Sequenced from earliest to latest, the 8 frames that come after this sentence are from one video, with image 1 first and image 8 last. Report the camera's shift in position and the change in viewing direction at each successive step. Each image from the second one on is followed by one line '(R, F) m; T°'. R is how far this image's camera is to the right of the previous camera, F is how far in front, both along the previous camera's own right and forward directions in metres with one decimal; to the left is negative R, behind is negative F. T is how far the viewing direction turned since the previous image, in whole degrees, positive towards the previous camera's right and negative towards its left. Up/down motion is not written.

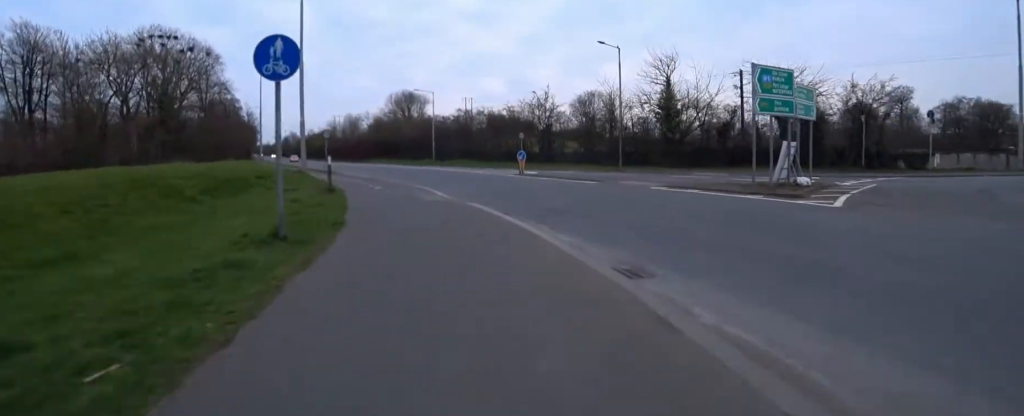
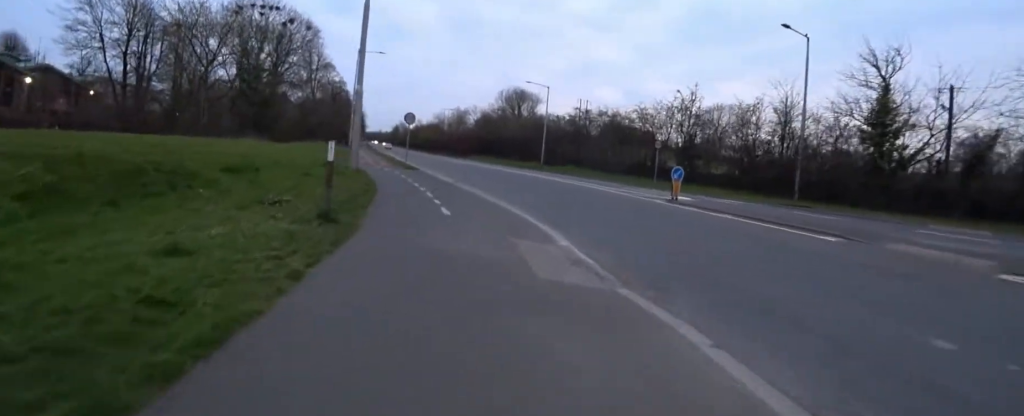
(-0.4, +7.9) m; -8°
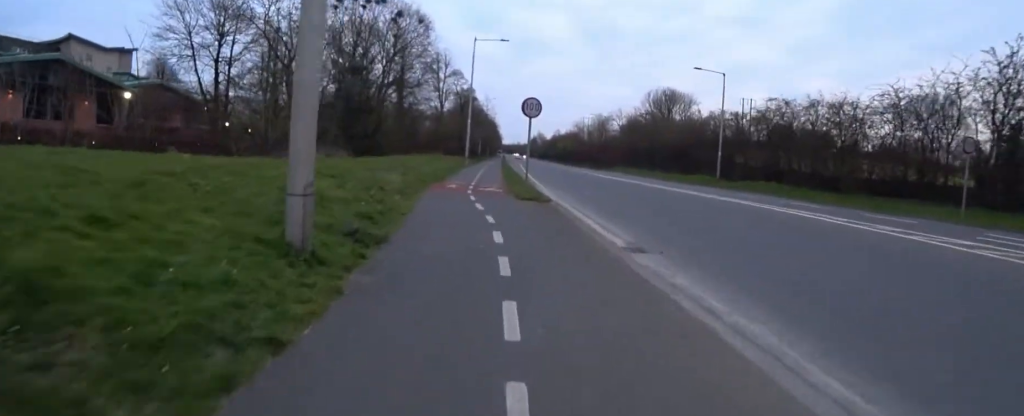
(-1.4, +10.9) m; -9°
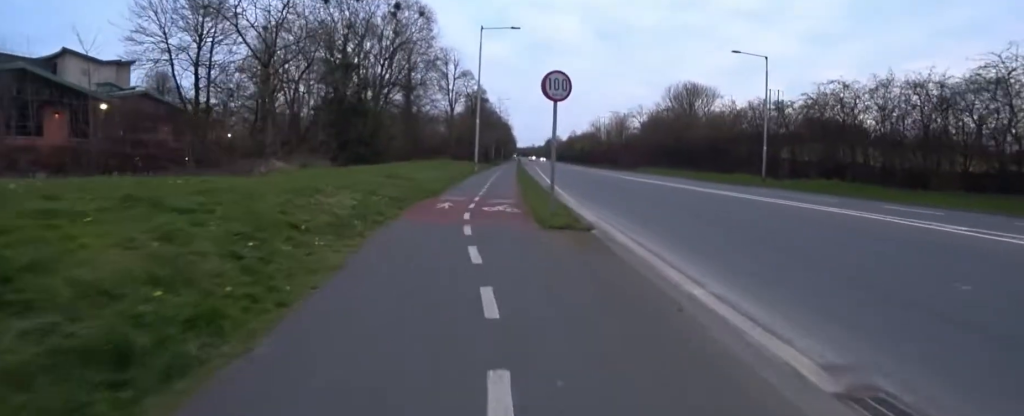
(0.0, +4.8) m; 0°
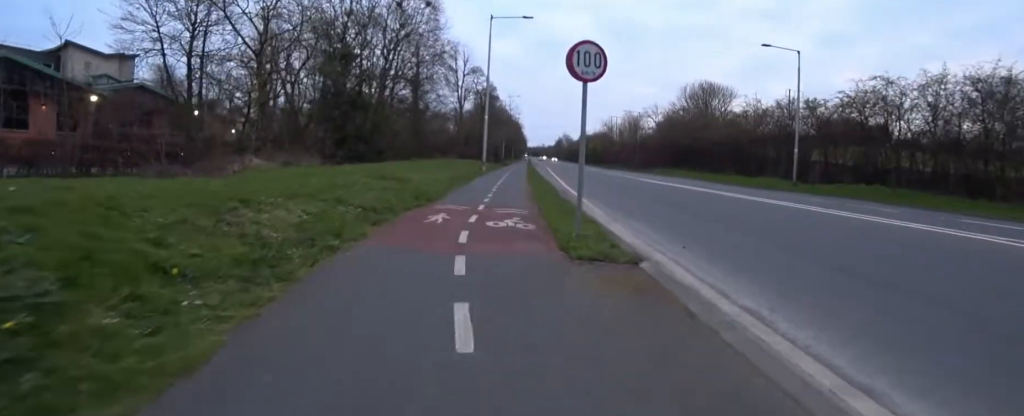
(0.0, +2.3) m; +1°
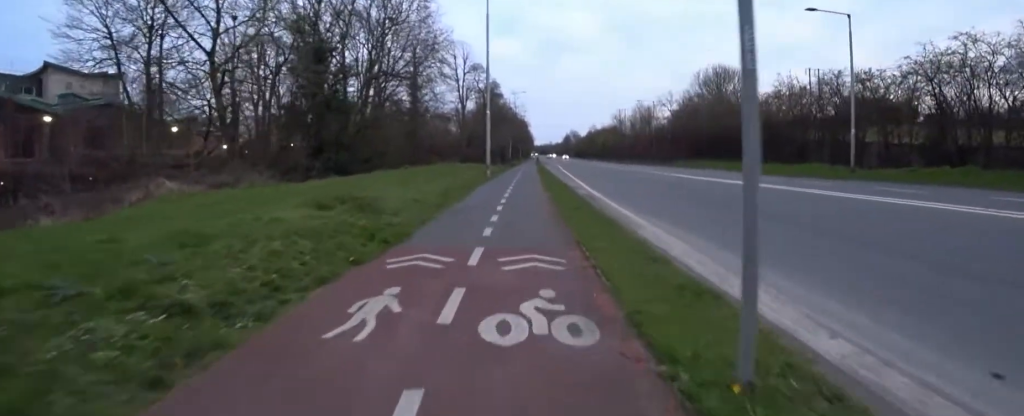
(0.0, +4.6) m; +6°
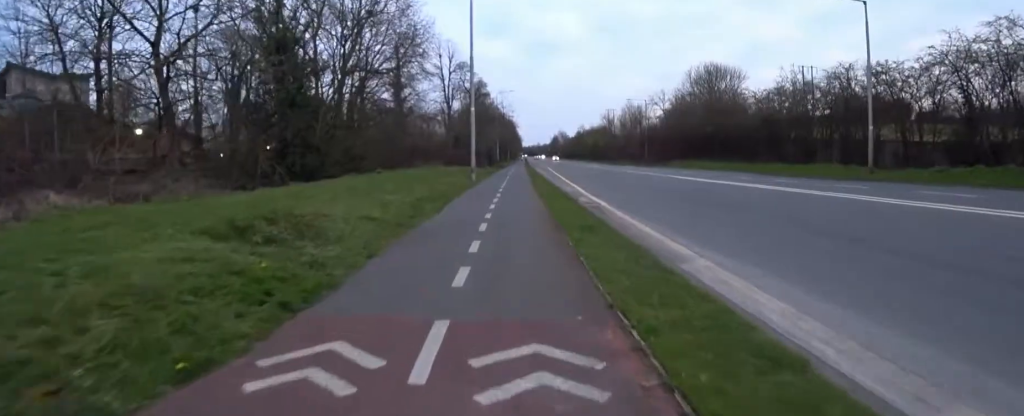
(+0.2, +2.7) m; -2°
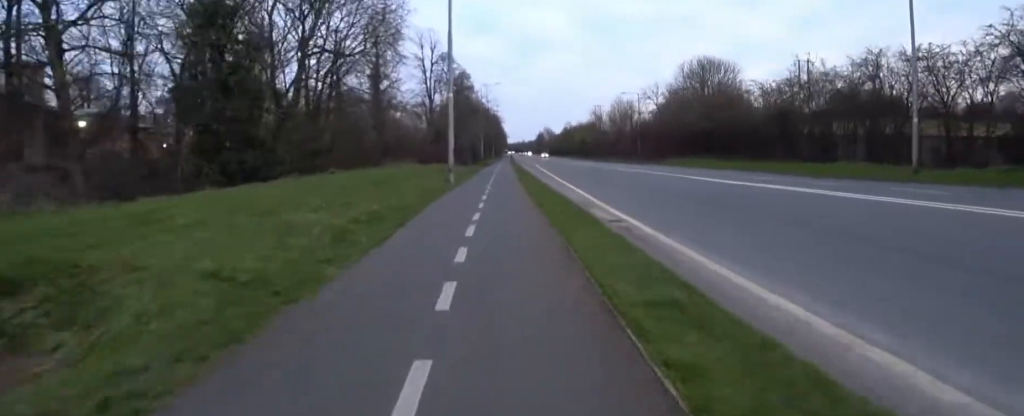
(+0.5, +4.0) m; -5°
